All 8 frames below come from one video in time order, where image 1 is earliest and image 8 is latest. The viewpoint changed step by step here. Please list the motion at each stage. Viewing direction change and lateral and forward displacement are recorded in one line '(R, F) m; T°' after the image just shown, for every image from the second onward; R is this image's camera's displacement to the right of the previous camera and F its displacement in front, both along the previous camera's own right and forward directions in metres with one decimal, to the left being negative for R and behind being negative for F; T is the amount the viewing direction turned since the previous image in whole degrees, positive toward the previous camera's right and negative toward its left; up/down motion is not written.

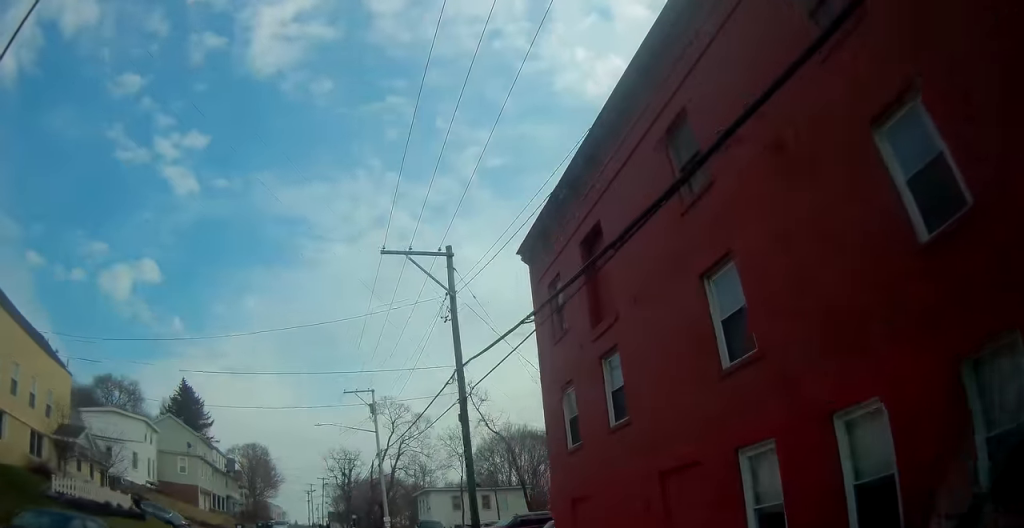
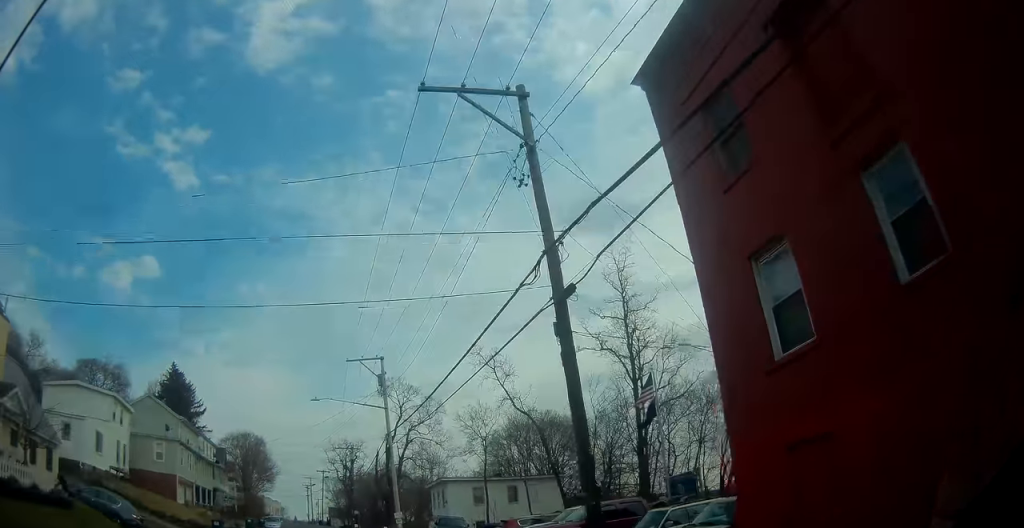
(+0.2, +8.0) m; 0°
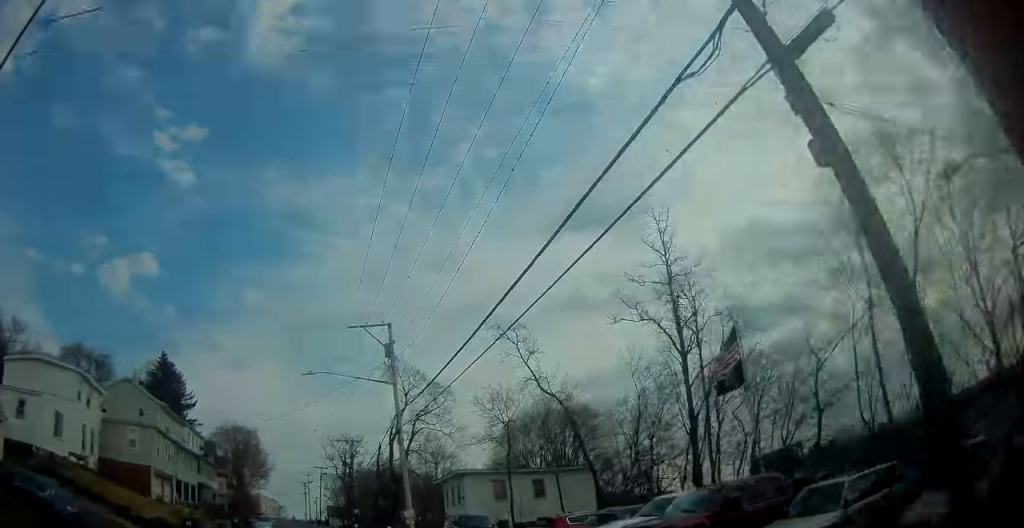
(0.0, +6.3) m; -1°
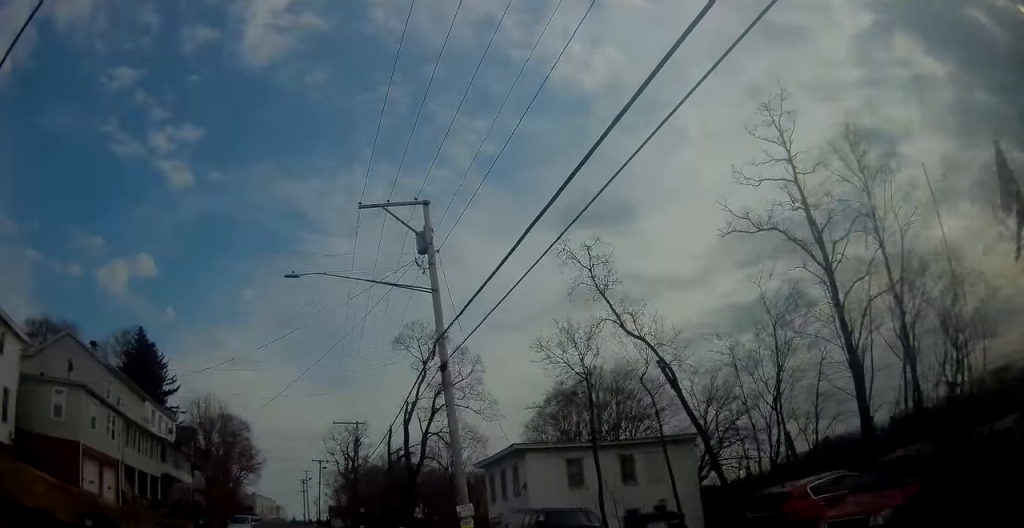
(-0.3, +12.4) m; 0°
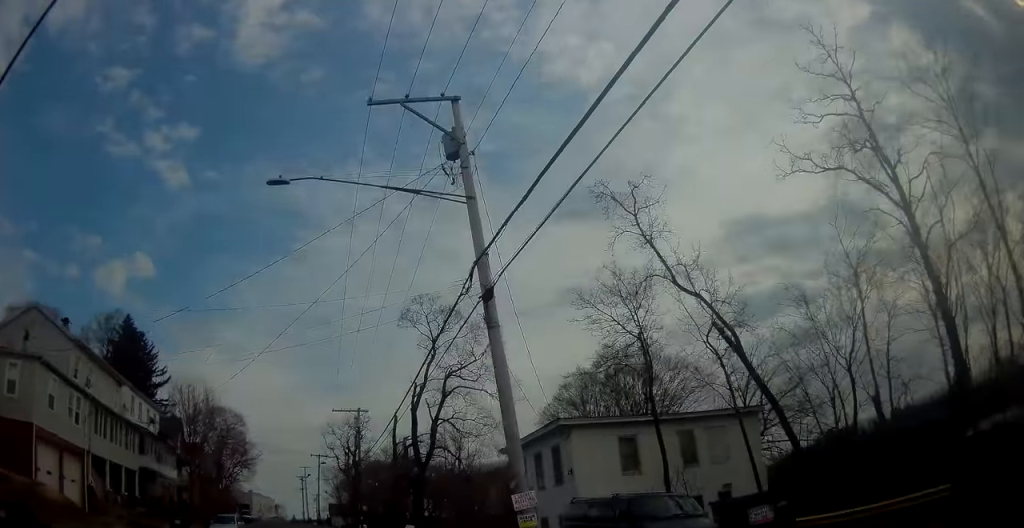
(0.0, +5.2) m; +1°
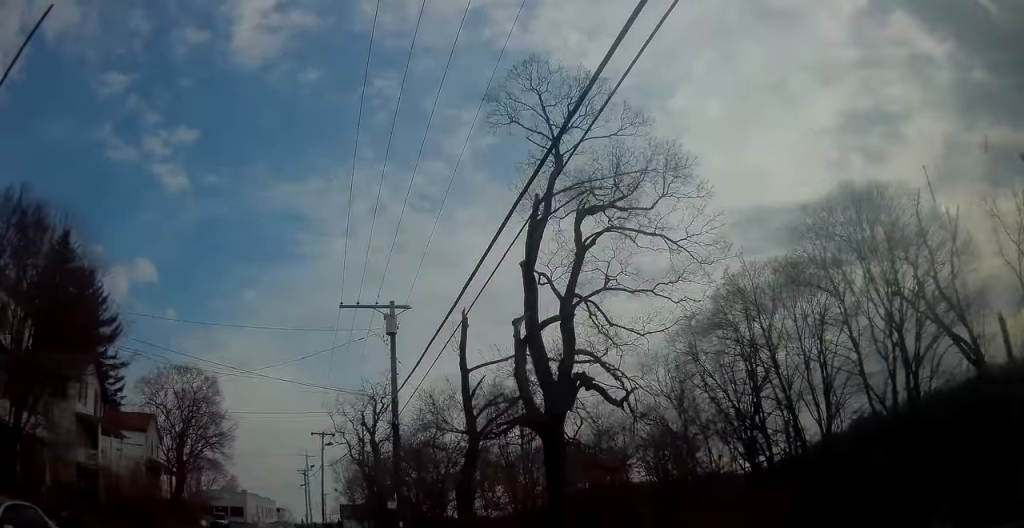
(-0.4, +24.2) m; -3°
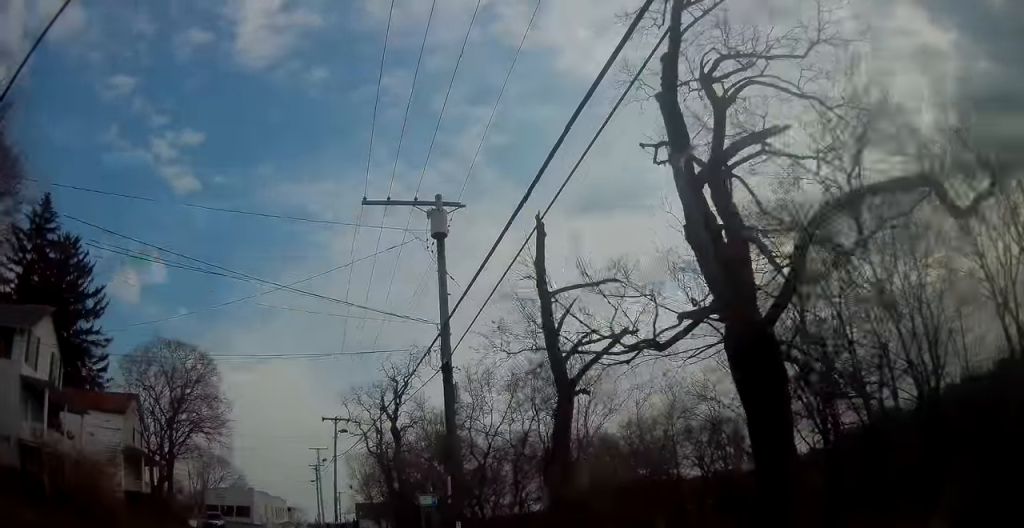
(-0.1, +8.2) m; -1°
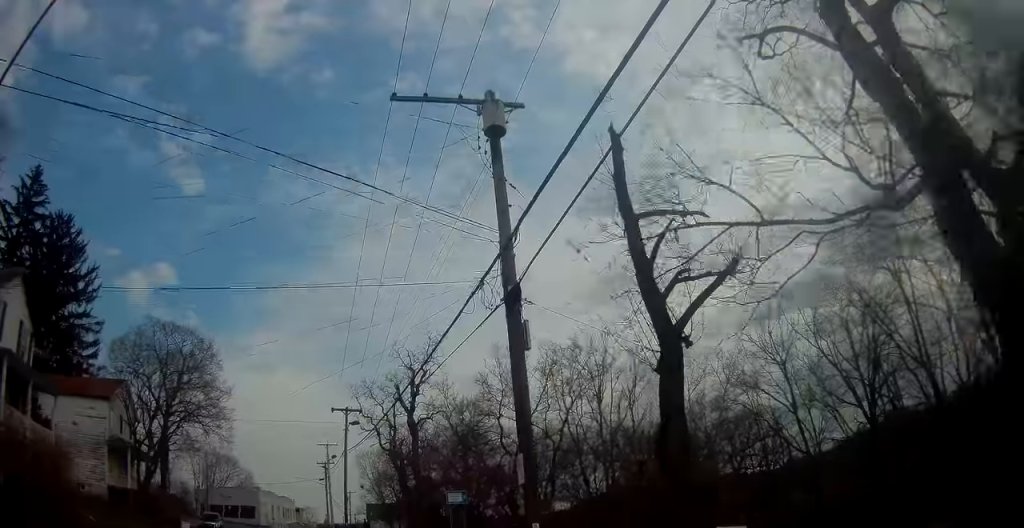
(0.0, +4.7) m; -1°
